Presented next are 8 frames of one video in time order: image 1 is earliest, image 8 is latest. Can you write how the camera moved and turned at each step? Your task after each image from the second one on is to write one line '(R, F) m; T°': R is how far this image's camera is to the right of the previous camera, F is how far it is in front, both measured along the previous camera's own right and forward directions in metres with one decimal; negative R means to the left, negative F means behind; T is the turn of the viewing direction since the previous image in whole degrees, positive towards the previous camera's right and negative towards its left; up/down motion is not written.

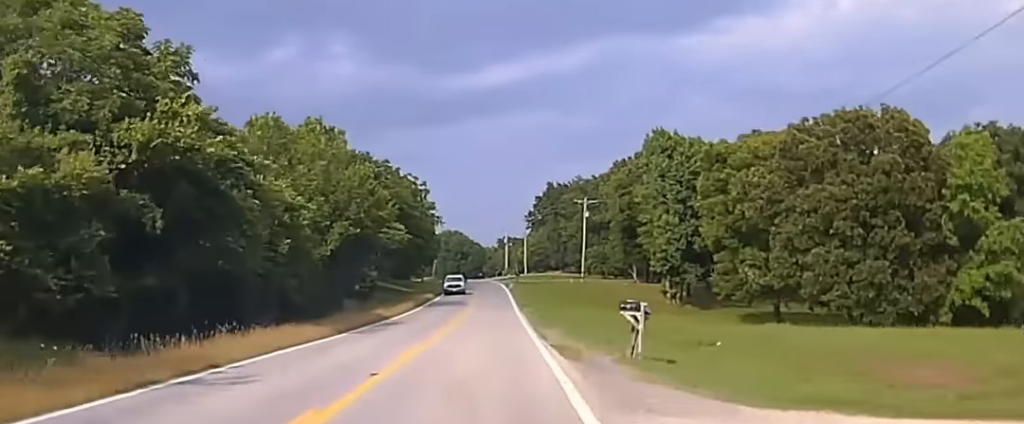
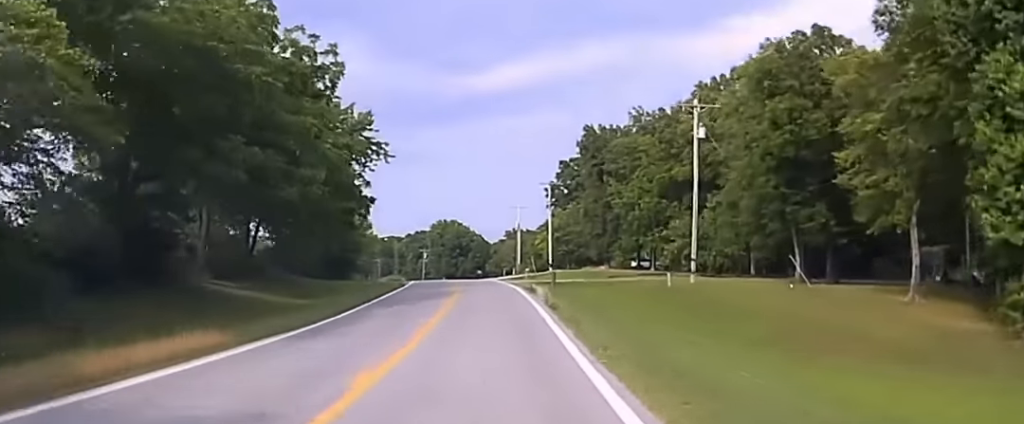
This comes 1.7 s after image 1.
(0.0, +75.1) m; -1°
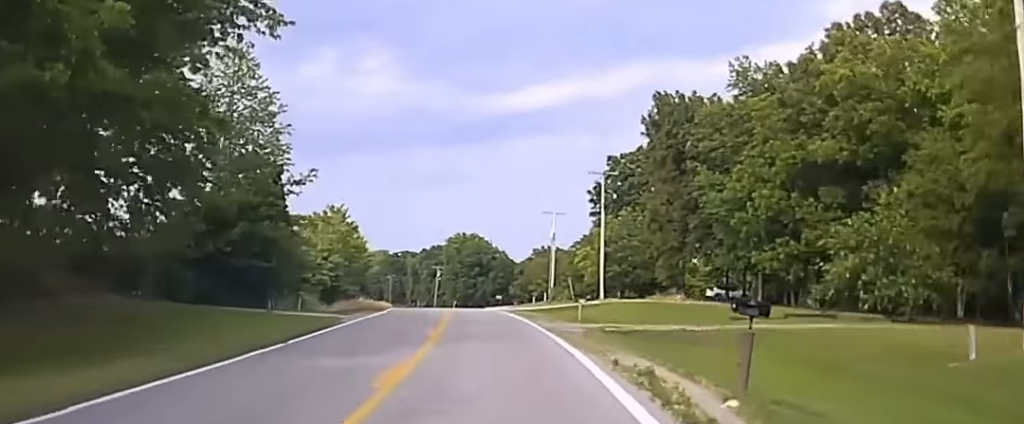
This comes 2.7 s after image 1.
(-0.6, +43.1) m; -2°
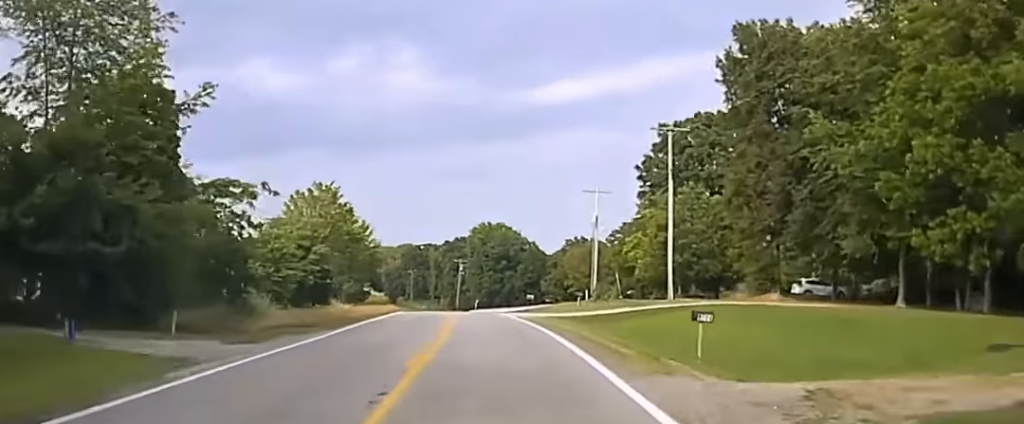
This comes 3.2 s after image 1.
(-0.5, +25.7) m; -1°
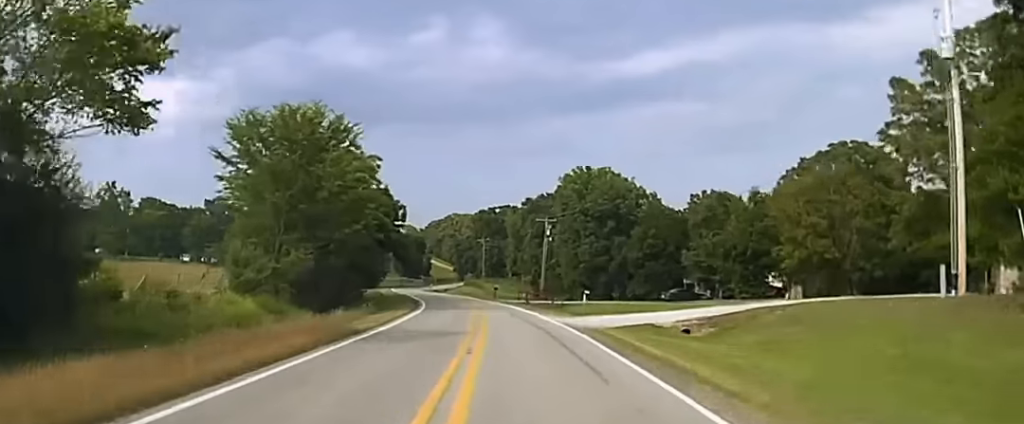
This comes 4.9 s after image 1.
(-1.7, +66.8) m; -3°
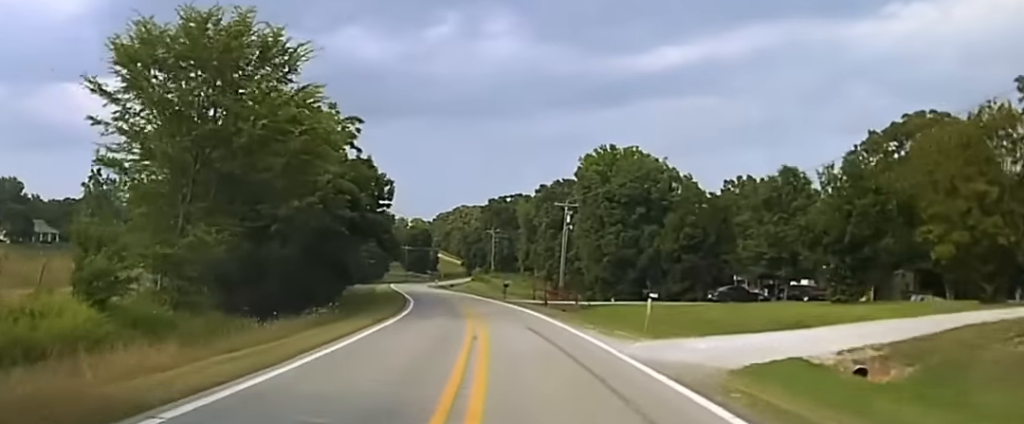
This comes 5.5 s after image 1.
(-0.3, +17.8) m; -1°
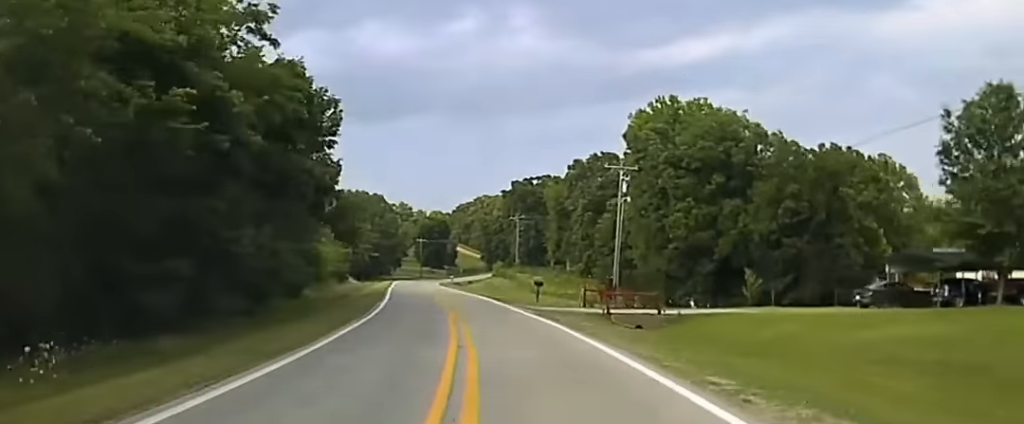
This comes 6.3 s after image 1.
(-0.5, +29.0) m; -2°
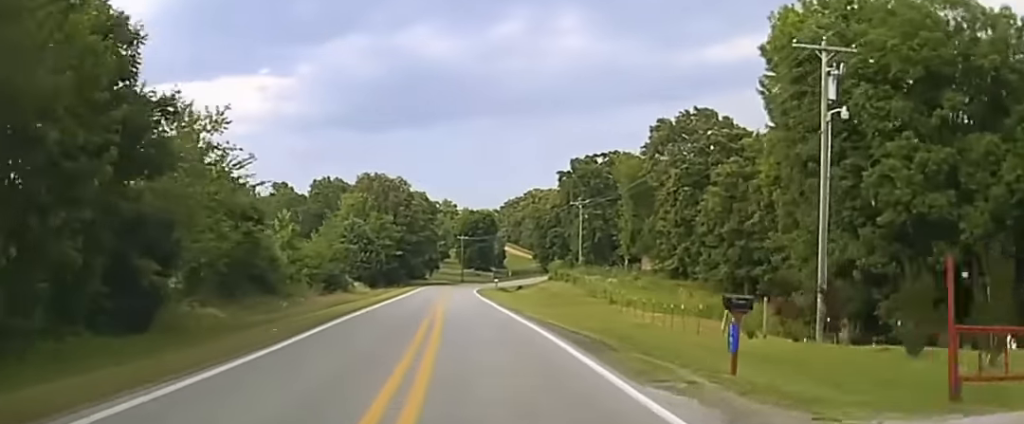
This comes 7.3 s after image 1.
(-0.7, +35.9) m; -3°
